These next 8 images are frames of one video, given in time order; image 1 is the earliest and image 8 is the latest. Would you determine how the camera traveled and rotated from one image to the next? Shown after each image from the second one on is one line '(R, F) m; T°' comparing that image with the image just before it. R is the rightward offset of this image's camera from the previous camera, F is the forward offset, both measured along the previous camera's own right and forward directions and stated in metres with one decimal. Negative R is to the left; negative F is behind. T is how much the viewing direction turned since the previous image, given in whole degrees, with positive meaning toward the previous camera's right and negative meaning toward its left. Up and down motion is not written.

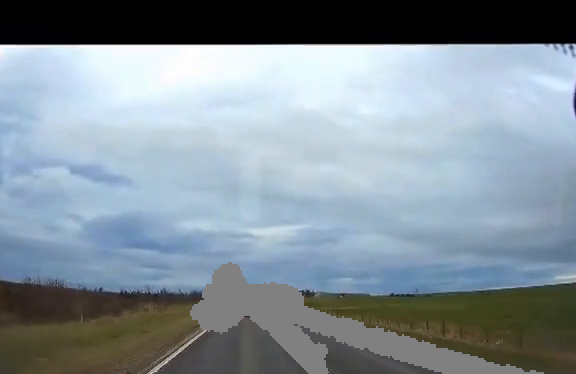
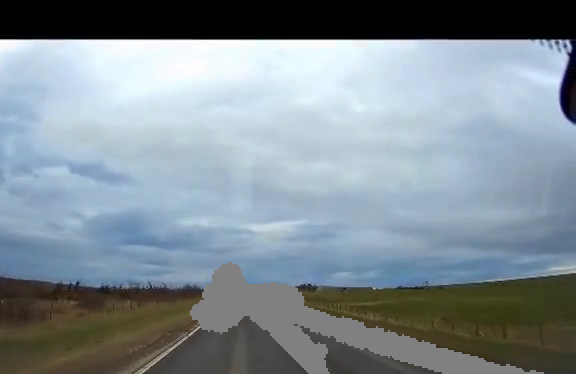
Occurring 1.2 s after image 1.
(-0.4, +20.5) m; -1°
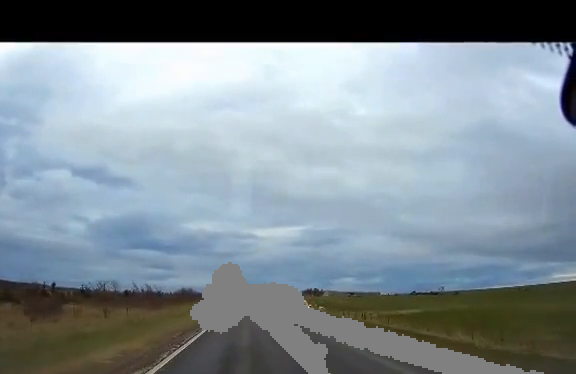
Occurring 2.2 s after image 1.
(-0.1, +15.4) m; 0°
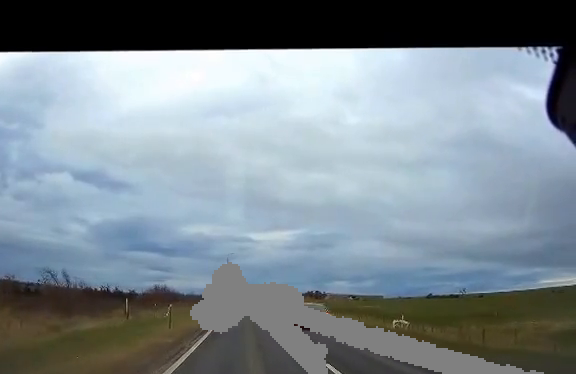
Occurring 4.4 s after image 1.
(+0.1, +32.5) m; 0°
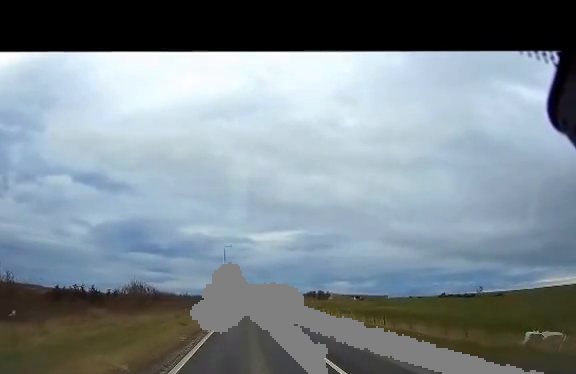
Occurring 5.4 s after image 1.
(-0.2, +15.3) m; 0°
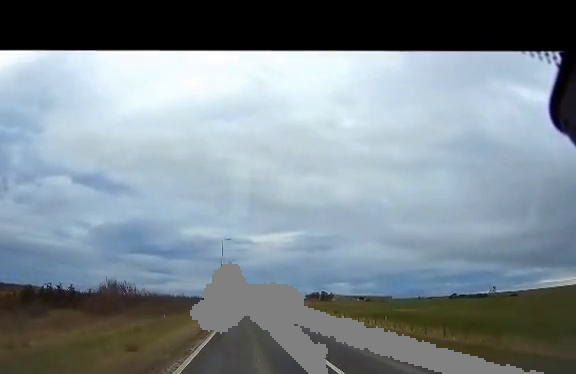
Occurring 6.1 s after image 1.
(0.0, +10.5) m; 0°
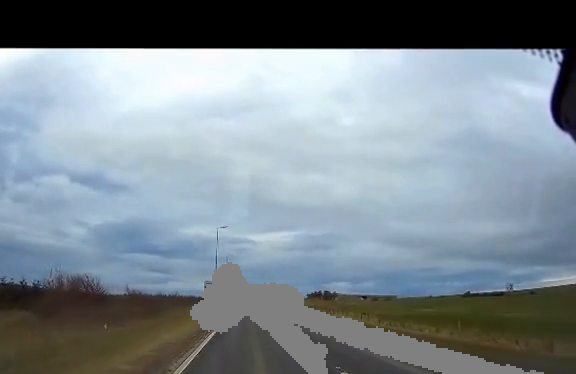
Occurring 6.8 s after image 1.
(0.0, +11.8) m; 0°
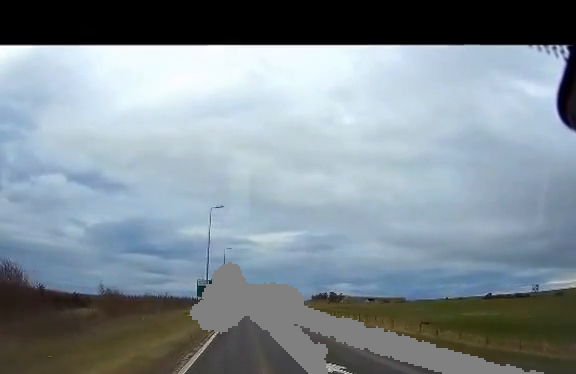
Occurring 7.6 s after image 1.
(0.0, +13.2) m; 0°
